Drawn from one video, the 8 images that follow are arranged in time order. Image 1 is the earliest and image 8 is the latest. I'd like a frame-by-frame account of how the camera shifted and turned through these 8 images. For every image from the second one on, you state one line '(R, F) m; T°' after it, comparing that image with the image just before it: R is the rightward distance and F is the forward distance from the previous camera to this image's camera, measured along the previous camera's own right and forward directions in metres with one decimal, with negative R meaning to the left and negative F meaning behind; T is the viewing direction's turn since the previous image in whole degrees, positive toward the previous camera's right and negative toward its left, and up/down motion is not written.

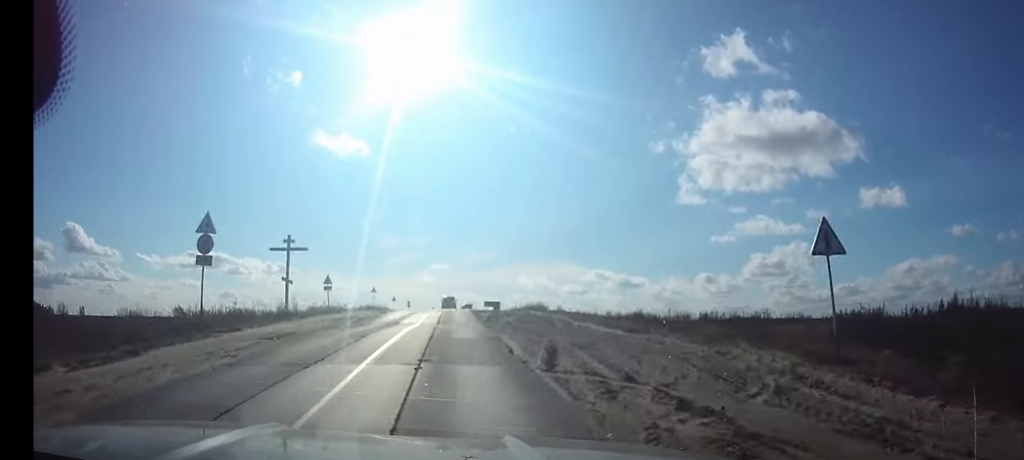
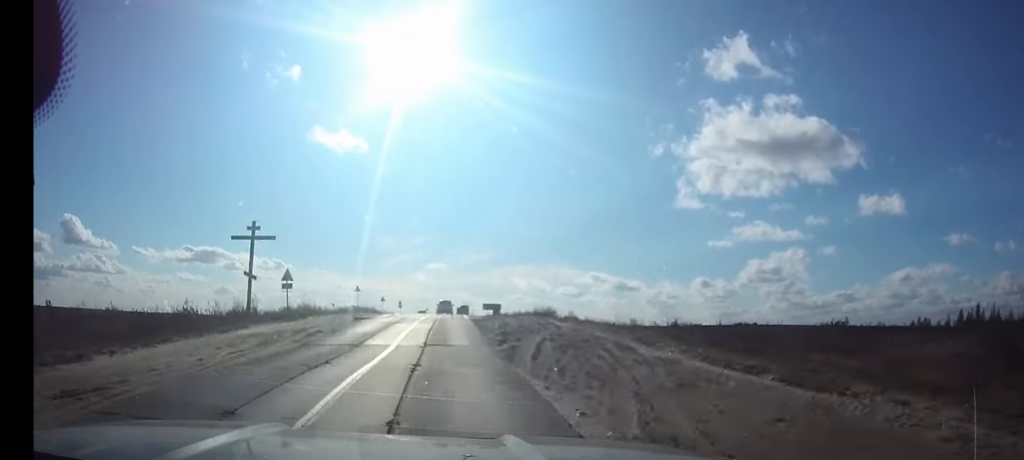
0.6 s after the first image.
(0.0, +10.5) m; 0°
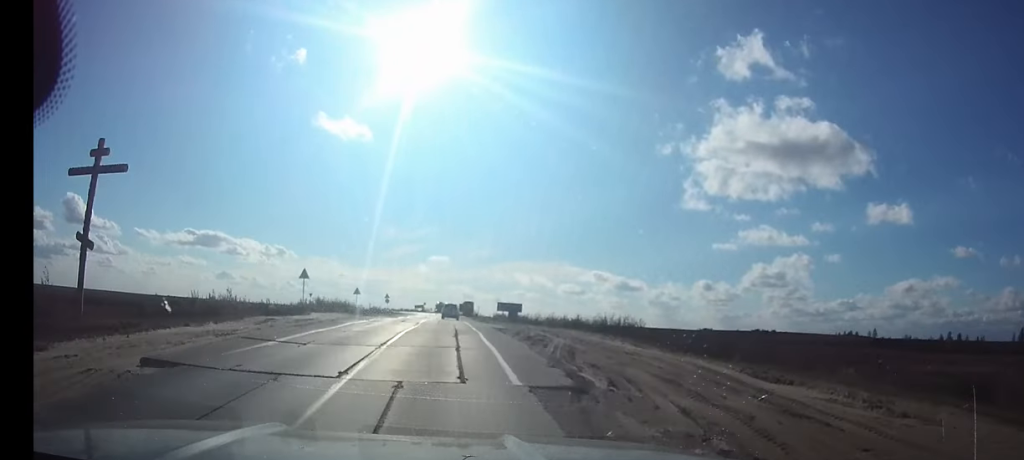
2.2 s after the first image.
(0.0, +26.4) m; 0°
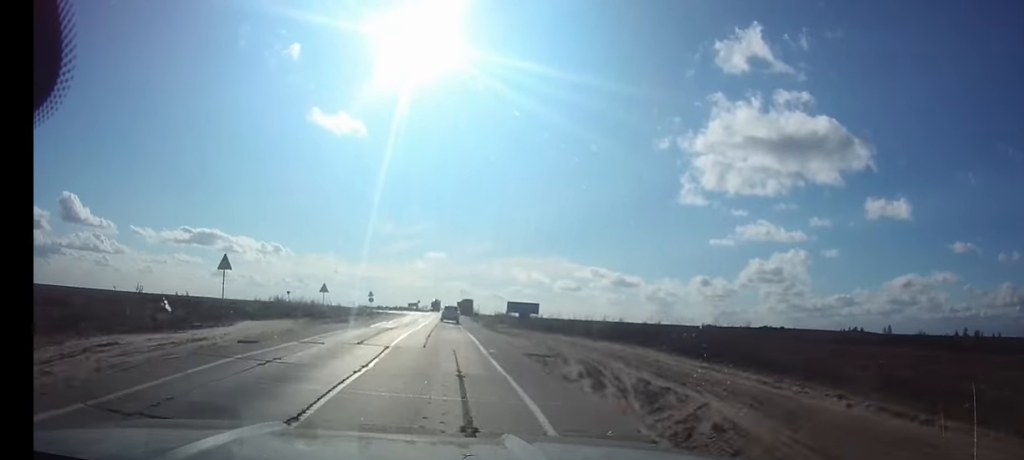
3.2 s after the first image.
(0.0, +16.4) m; 0°
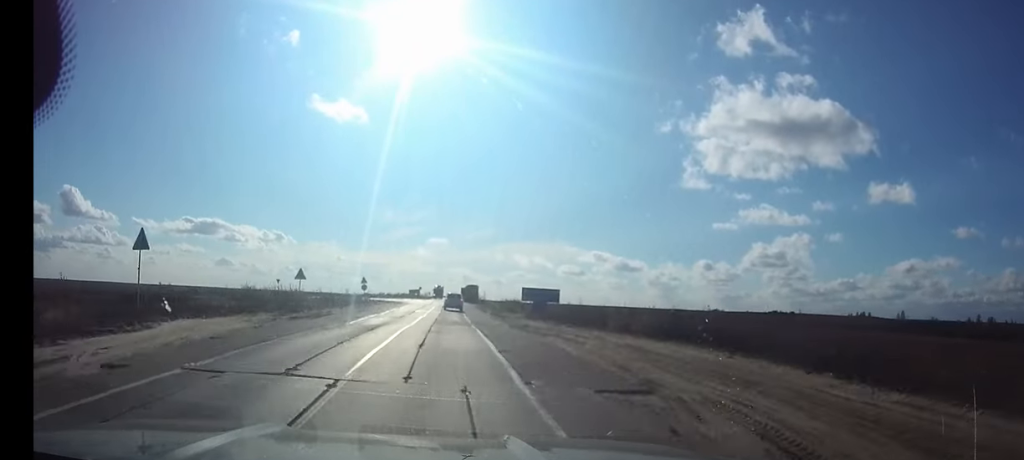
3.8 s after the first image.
(0.0, +9.2) m; 0°
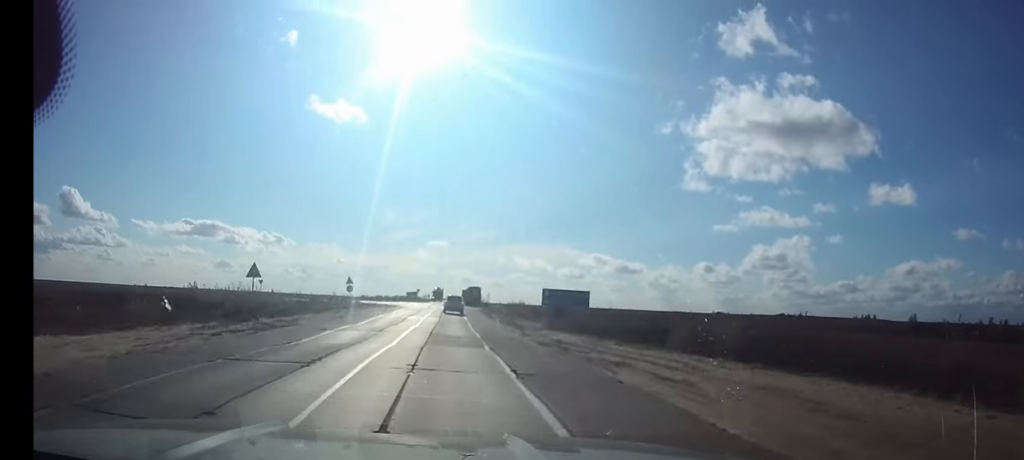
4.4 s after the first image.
(0.0, +9.6) m; 0°
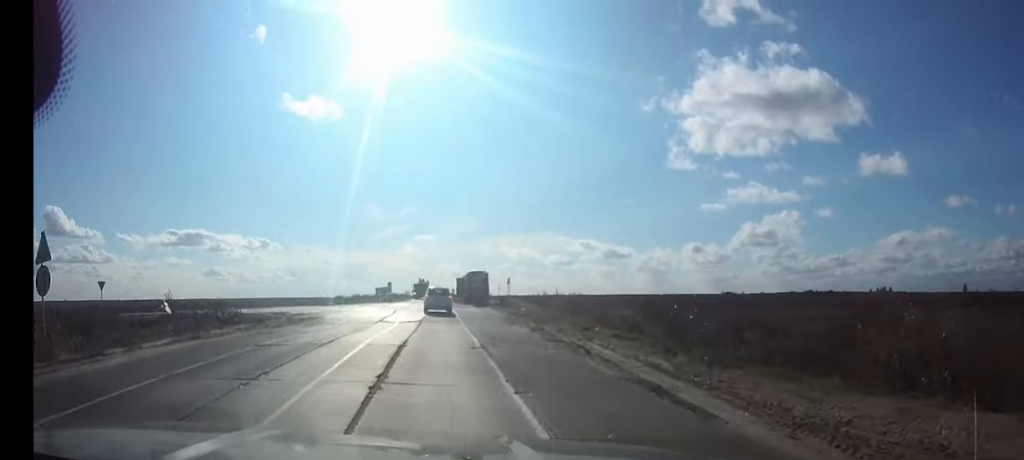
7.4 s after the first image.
(+0.2, +42.9) m; 0°
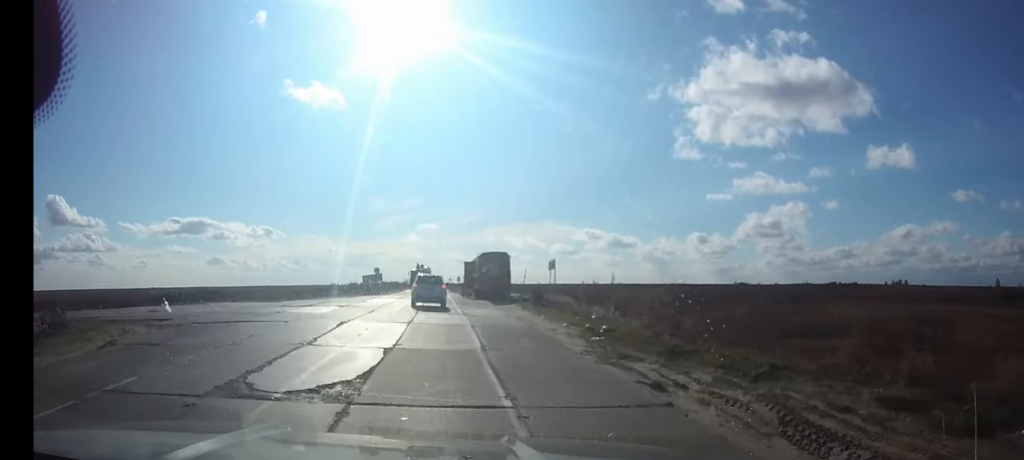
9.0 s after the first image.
(0.0, +17.2) m; 0°
